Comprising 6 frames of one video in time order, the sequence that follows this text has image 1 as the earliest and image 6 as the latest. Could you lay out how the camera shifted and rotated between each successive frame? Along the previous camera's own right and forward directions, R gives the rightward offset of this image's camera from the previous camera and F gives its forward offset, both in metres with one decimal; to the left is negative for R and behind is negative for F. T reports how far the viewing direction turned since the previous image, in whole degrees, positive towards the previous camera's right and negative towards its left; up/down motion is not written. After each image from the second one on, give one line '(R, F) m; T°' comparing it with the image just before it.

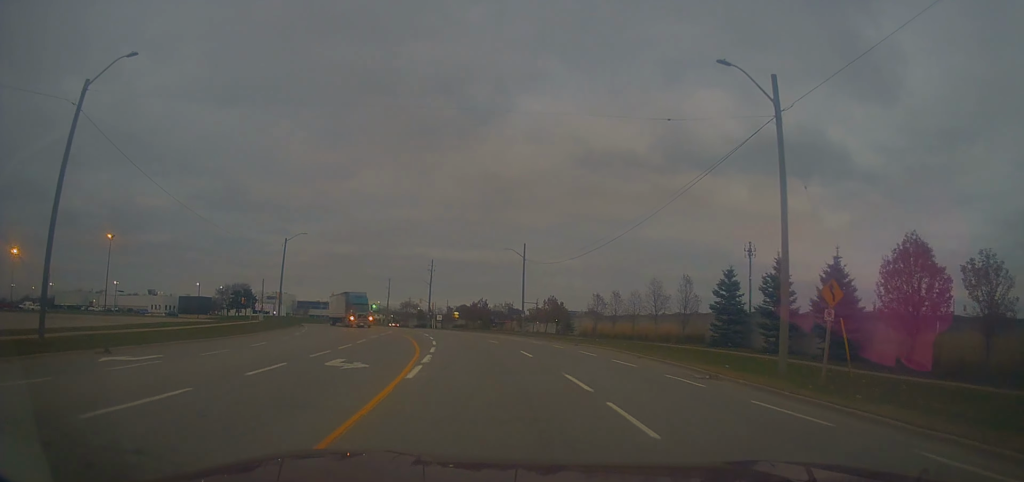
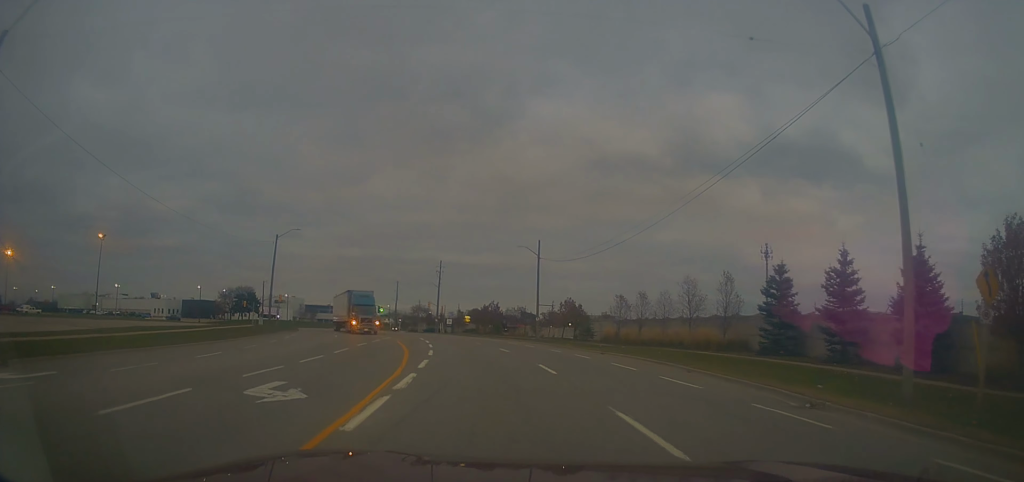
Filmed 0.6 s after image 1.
(-0.2, +5.8) m; -2°
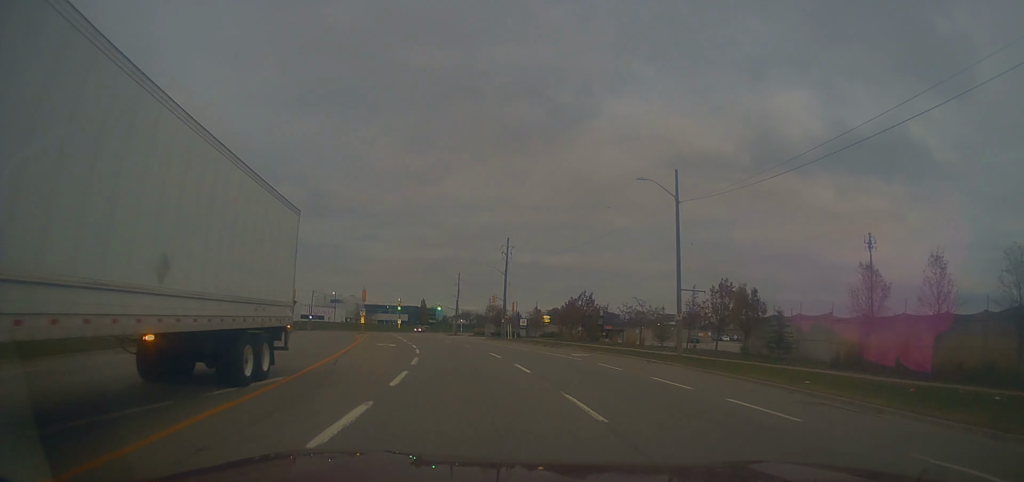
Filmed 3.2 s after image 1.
(-2.4, +29.1) m; -10°
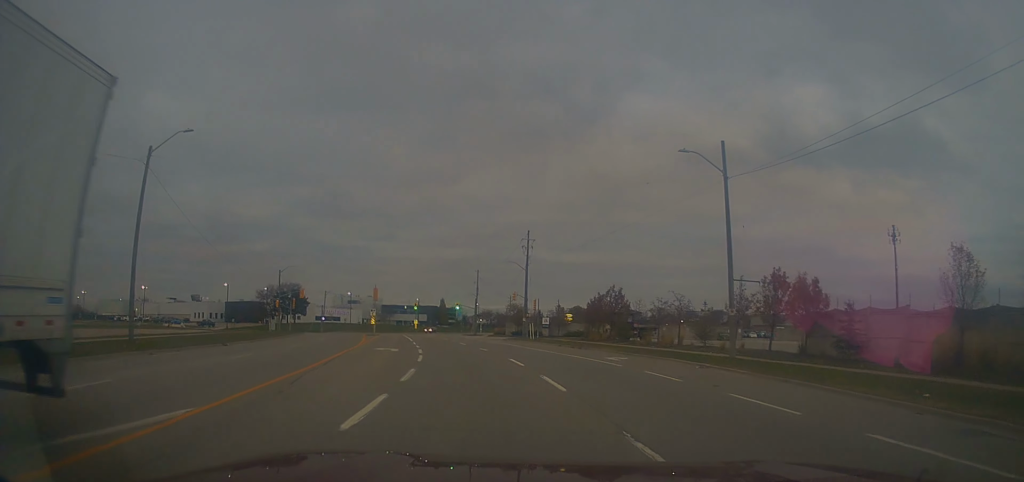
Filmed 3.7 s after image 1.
(0.0, +5.1) m; -2°
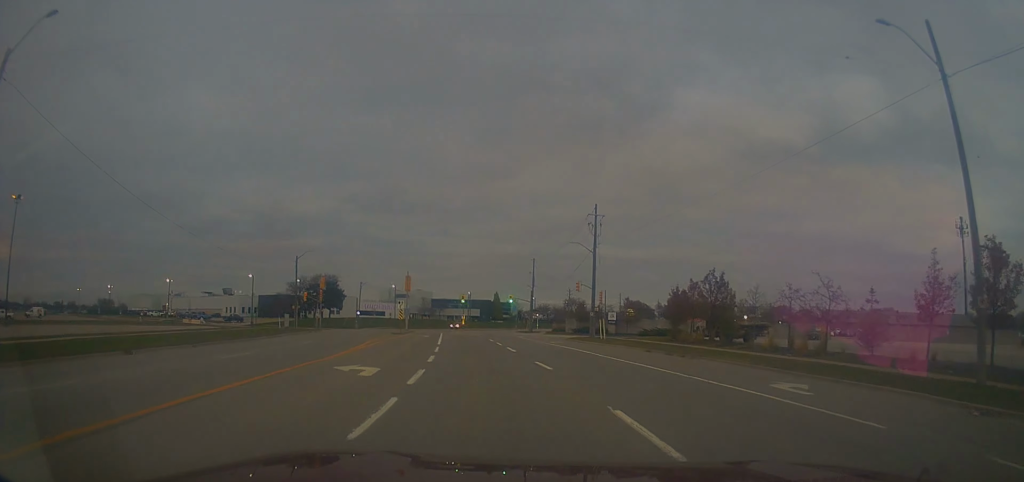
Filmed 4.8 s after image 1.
(-0.6, +13.7) m; -5°
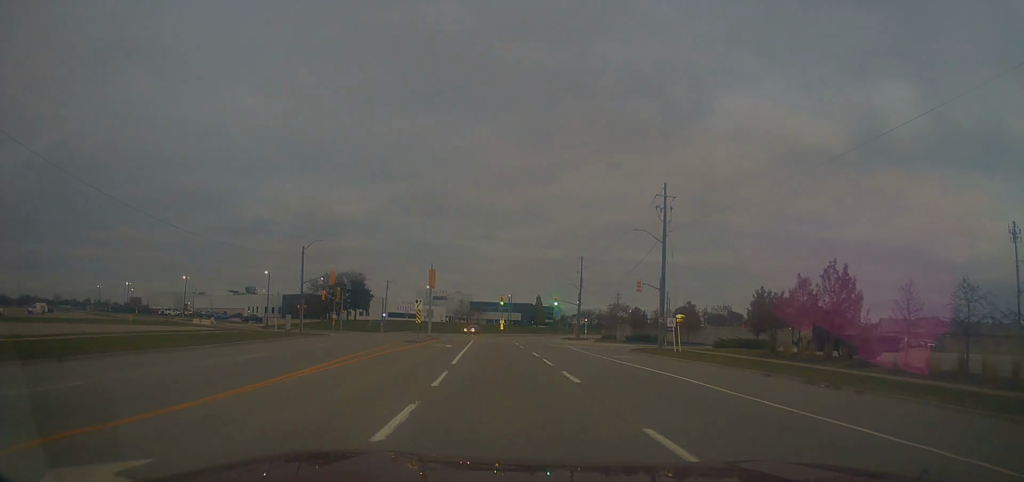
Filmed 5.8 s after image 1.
(-0.4, +11.5) m; -2°
